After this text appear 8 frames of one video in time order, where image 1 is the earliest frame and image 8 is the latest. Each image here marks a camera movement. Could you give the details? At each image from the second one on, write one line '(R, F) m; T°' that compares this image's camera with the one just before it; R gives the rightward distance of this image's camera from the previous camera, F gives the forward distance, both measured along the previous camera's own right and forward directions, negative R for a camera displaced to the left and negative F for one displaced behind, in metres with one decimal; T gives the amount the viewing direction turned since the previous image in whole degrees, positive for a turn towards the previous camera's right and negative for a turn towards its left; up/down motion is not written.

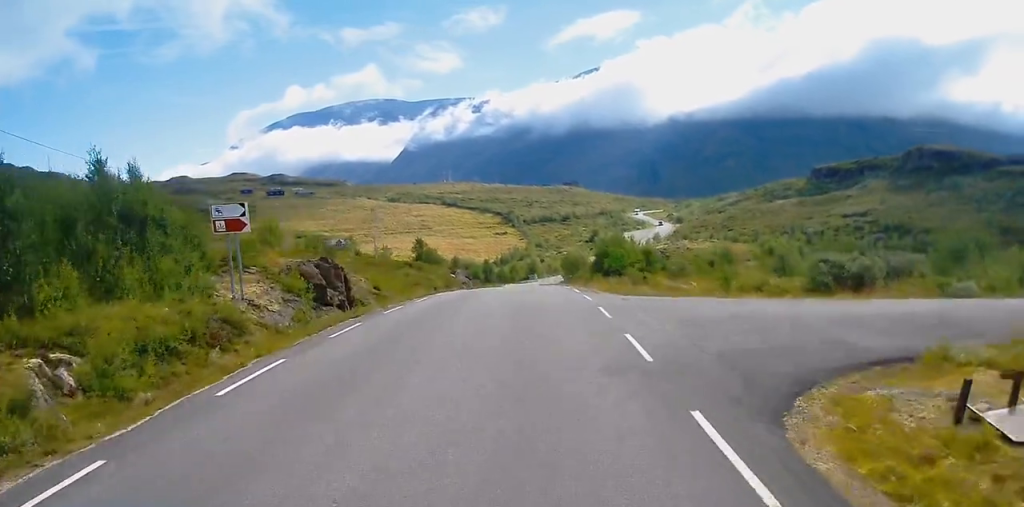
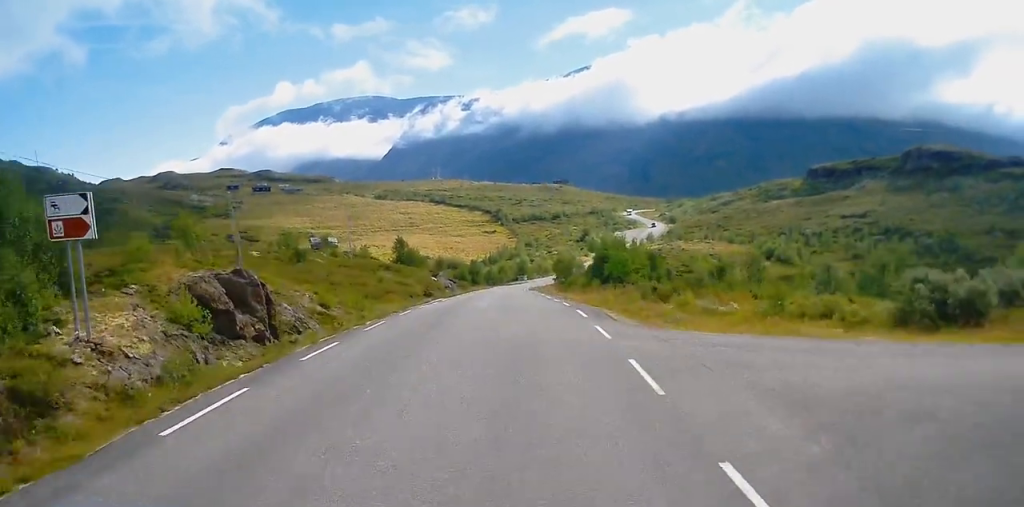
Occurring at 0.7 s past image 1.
(0.0, +7.6) m; 0°
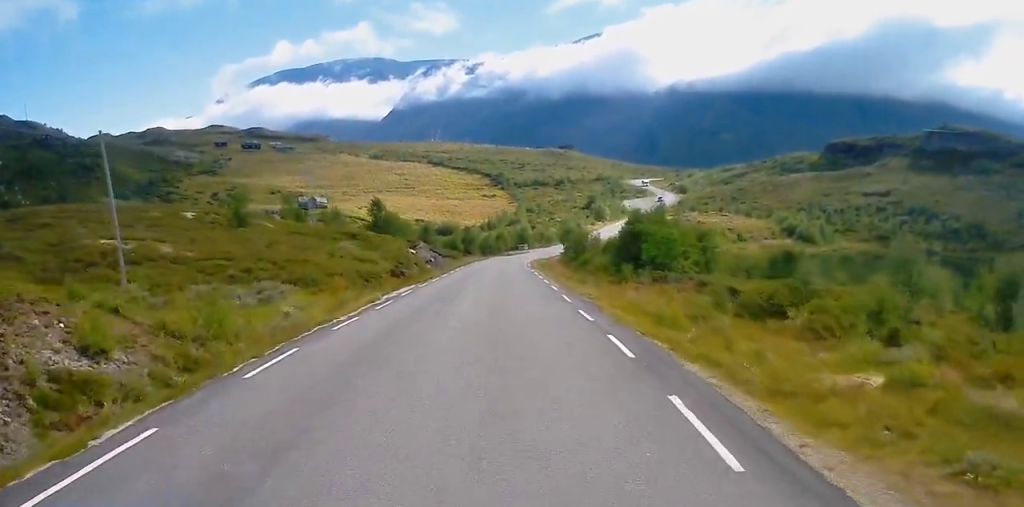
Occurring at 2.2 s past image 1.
(0.0, +15.3) m; 0°
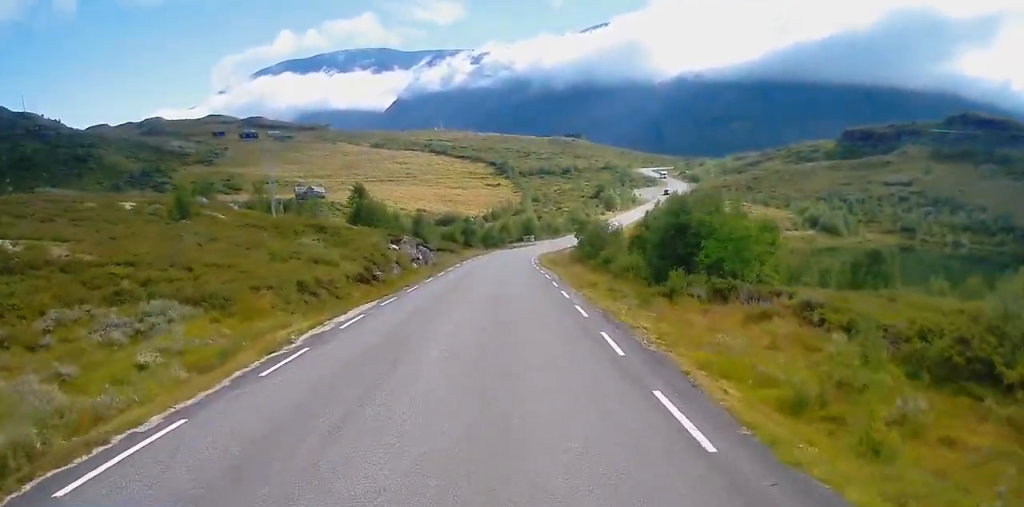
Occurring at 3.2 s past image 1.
(0.0, +11.1) m; 0°
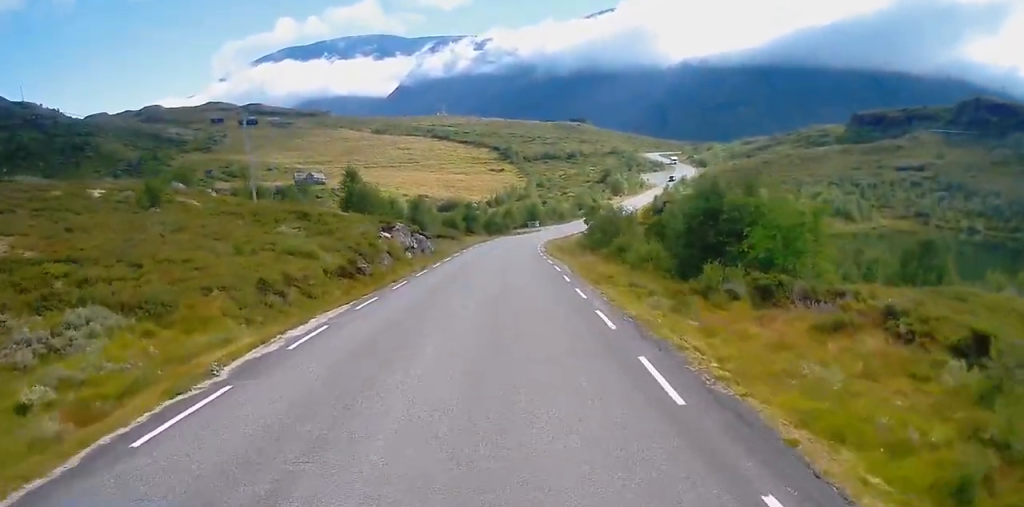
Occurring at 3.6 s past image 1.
(0.0, +4.6) m; 0°
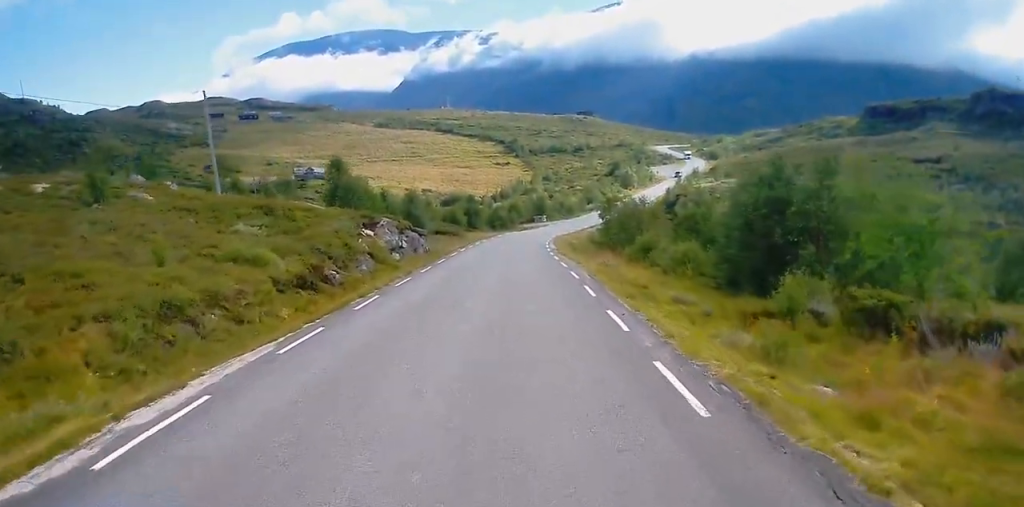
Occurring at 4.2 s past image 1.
(0.0, +7.0) m; 0°
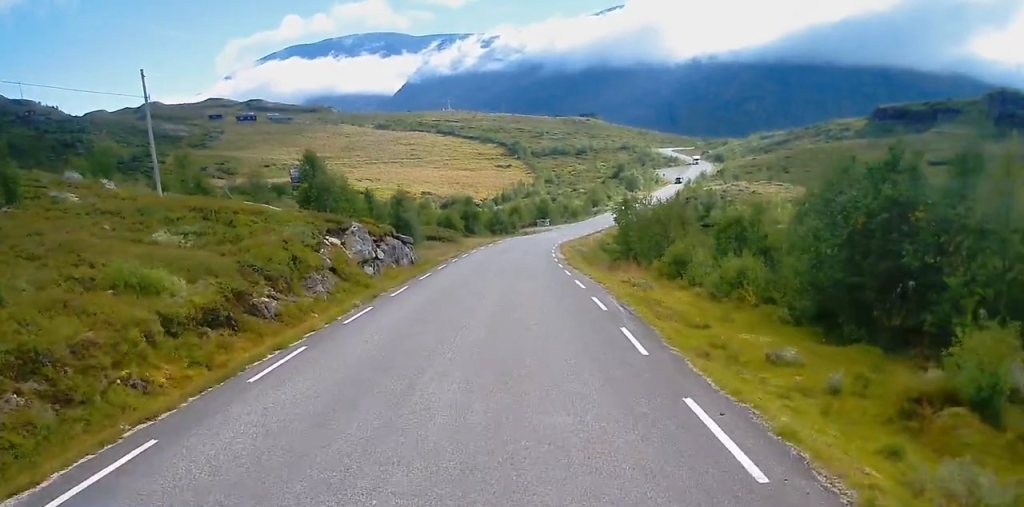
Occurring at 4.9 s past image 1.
(0.0, +7.8) m; 0°
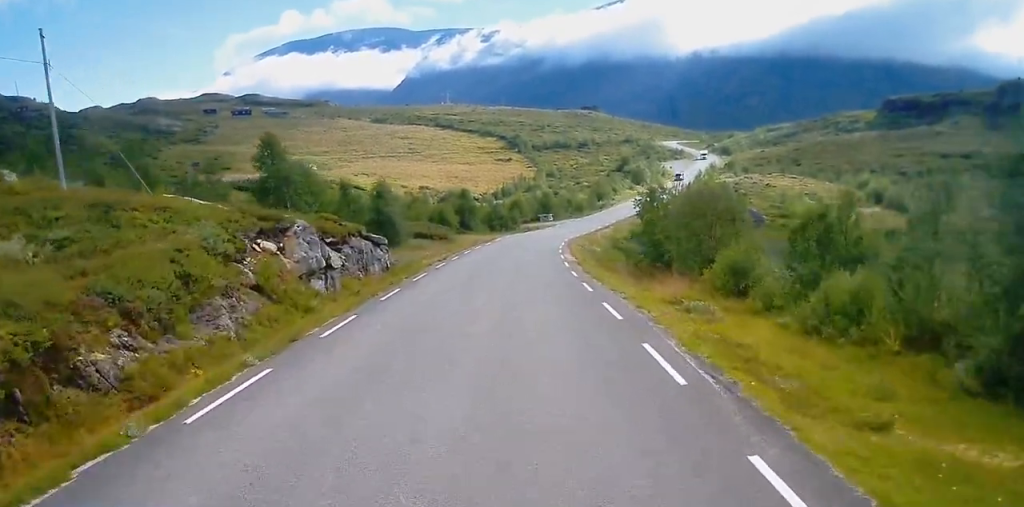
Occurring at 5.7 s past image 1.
(0.0, +8.5) m; 0°
